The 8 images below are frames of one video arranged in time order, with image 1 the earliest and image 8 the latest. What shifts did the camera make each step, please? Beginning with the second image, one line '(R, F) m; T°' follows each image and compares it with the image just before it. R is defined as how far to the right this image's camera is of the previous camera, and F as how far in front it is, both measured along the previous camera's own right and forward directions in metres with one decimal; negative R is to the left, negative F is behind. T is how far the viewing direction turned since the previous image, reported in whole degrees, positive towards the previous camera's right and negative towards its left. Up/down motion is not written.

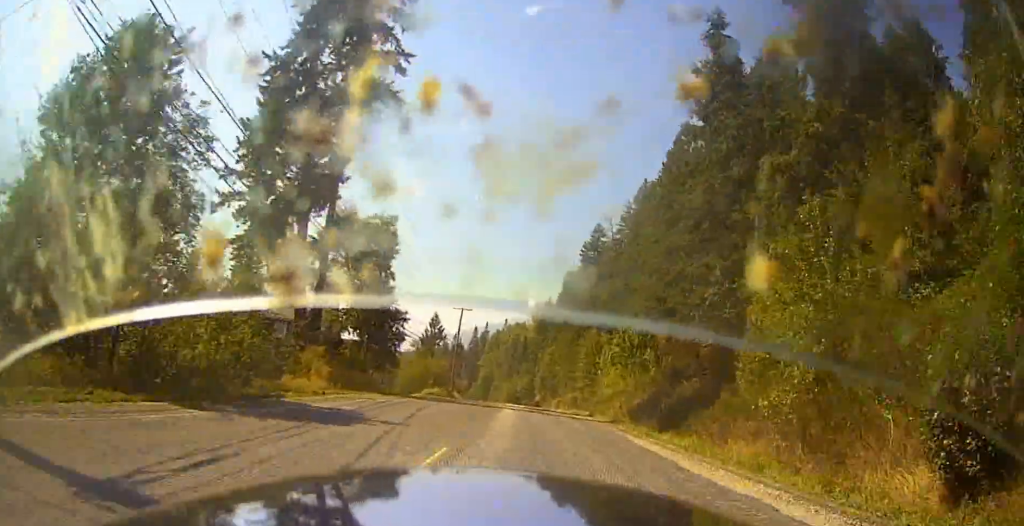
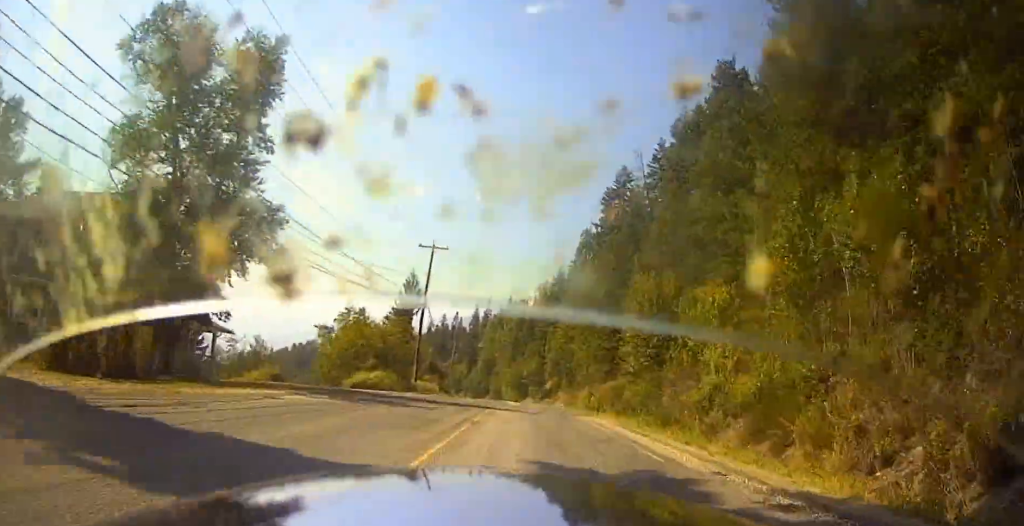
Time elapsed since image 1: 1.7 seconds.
(-1.3, +31.0) m; -6°
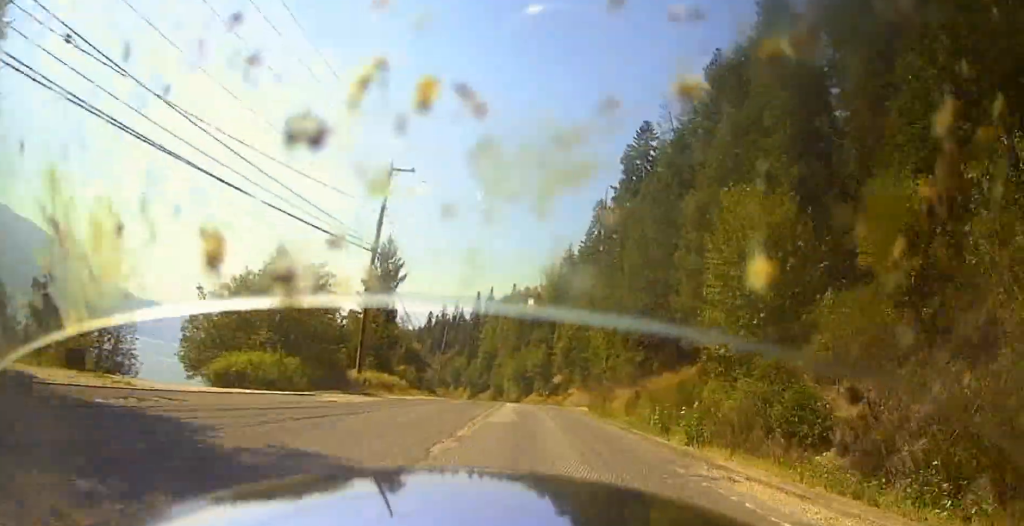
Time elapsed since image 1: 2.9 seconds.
(-0.5, +20.3) m; -1°
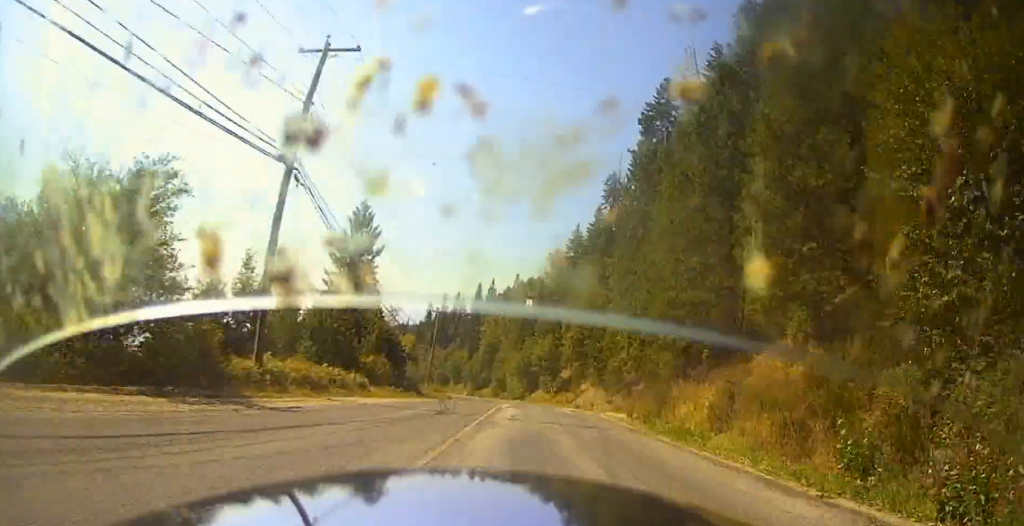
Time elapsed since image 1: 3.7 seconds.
(+0.2, +14.4) m; -1°
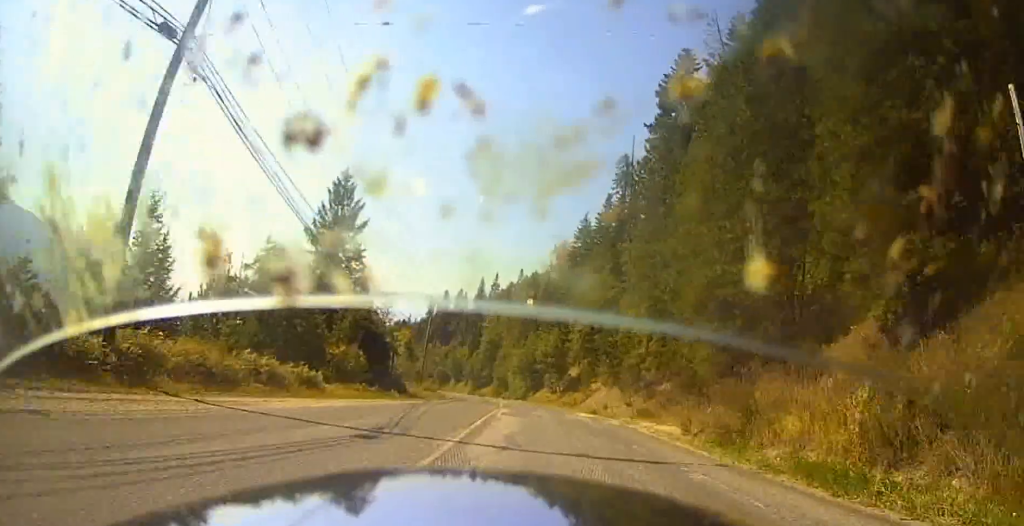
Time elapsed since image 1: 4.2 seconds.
(-0.4, +9.0) m; -2°
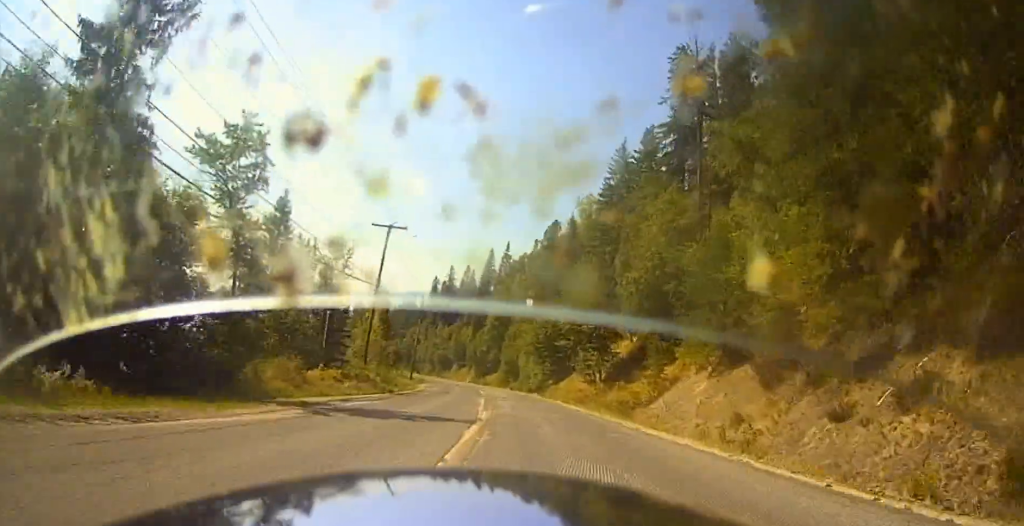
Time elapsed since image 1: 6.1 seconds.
(-0.4, +34.5) m; -2°
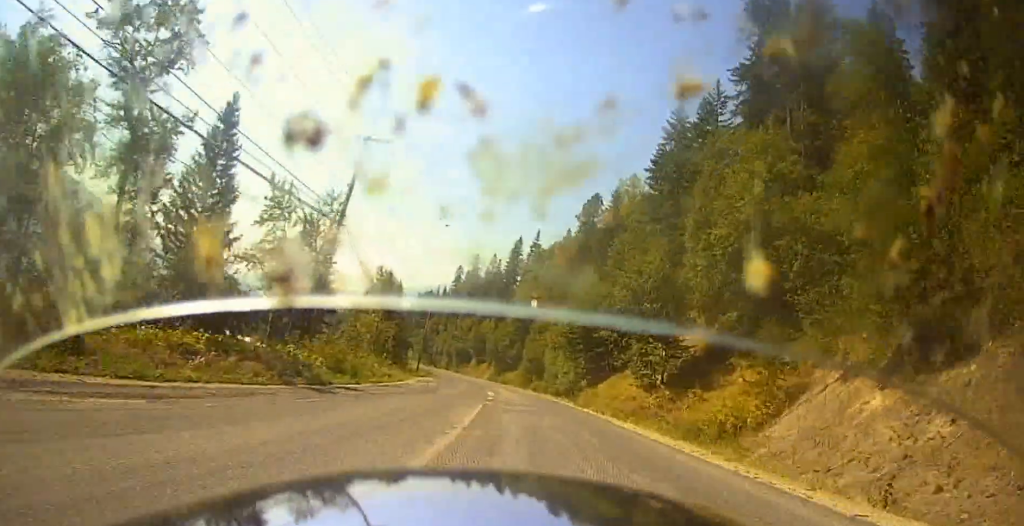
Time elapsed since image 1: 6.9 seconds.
(-0.3, +16.1) m; -1°
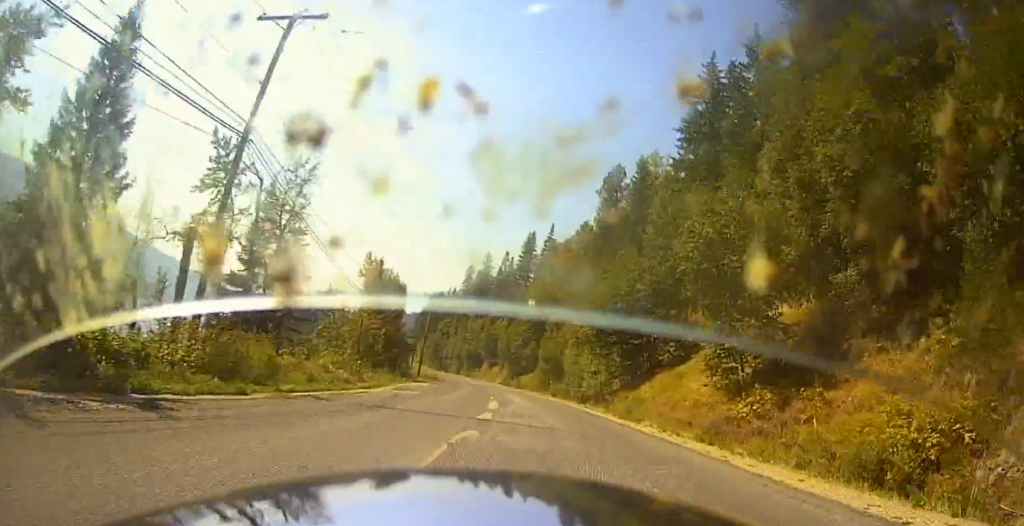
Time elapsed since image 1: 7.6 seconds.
(-0.2, +13.1) m; -1°
